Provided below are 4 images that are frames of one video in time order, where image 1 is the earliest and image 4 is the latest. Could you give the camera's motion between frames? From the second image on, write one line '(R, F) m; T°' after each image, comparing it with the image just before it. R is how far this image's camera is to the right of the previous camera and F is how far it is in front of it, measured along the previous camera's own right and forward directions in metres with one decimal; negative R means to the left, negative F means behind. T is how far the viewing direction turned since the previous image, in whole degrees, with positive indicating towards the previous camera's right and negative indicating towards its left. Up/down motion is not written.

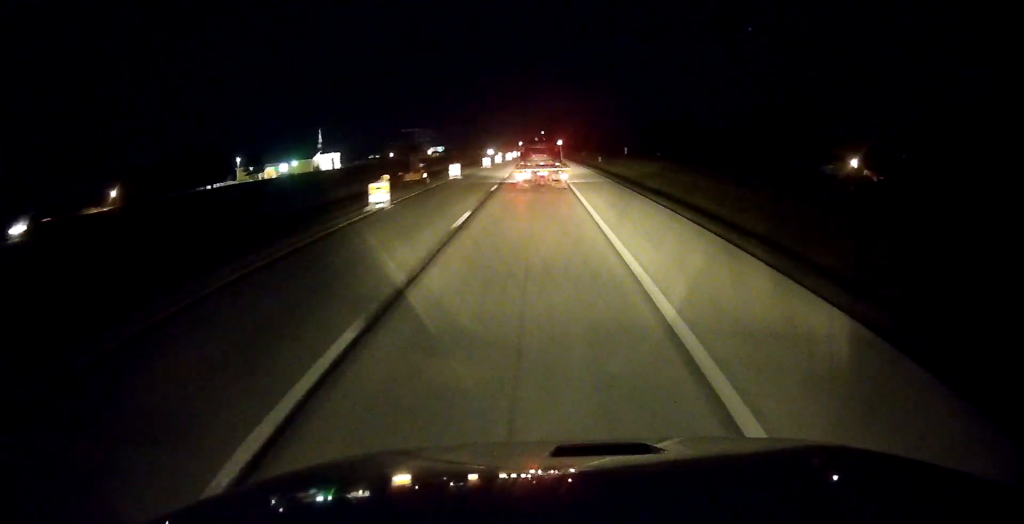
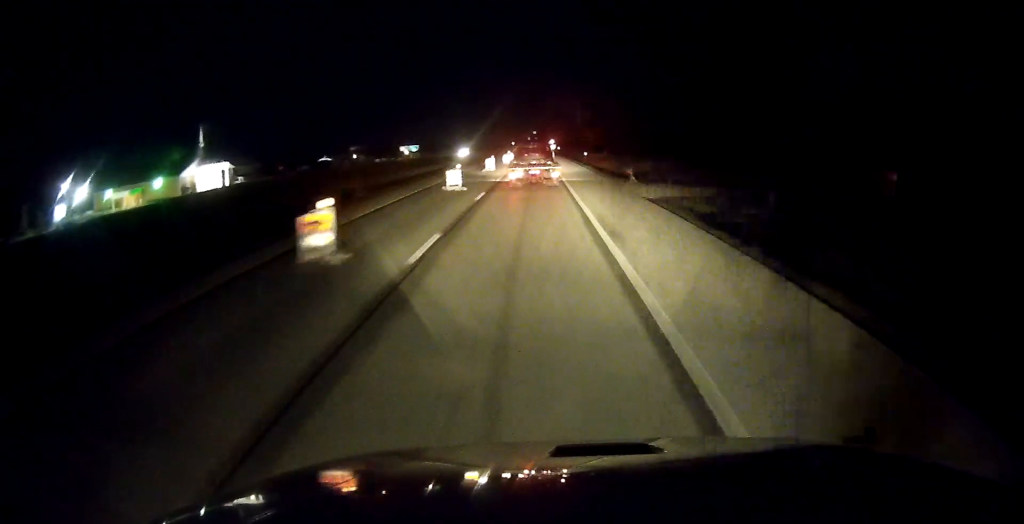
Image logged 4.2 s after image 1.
(+0.1, +100.6) m; 0°
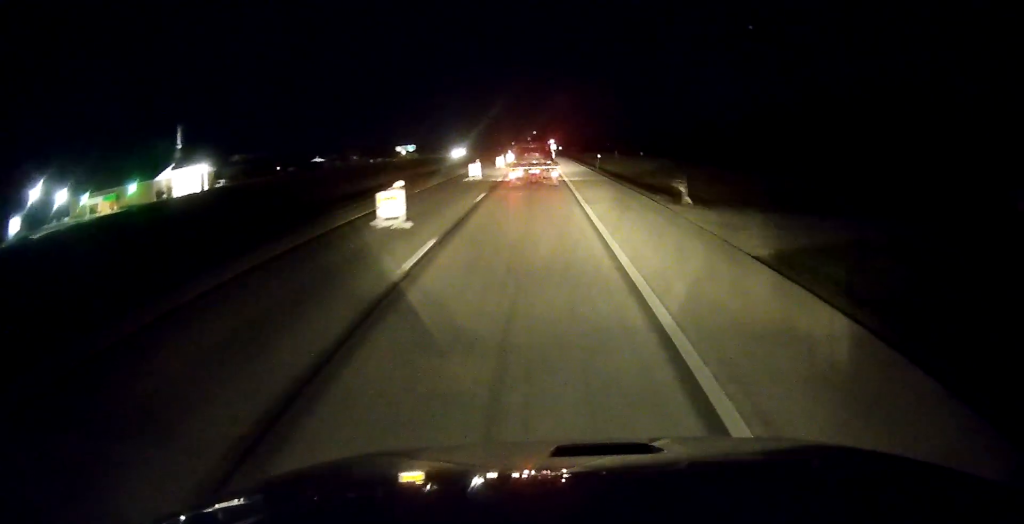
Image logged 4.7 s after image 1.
(-0.1, +12.9) m; 0°
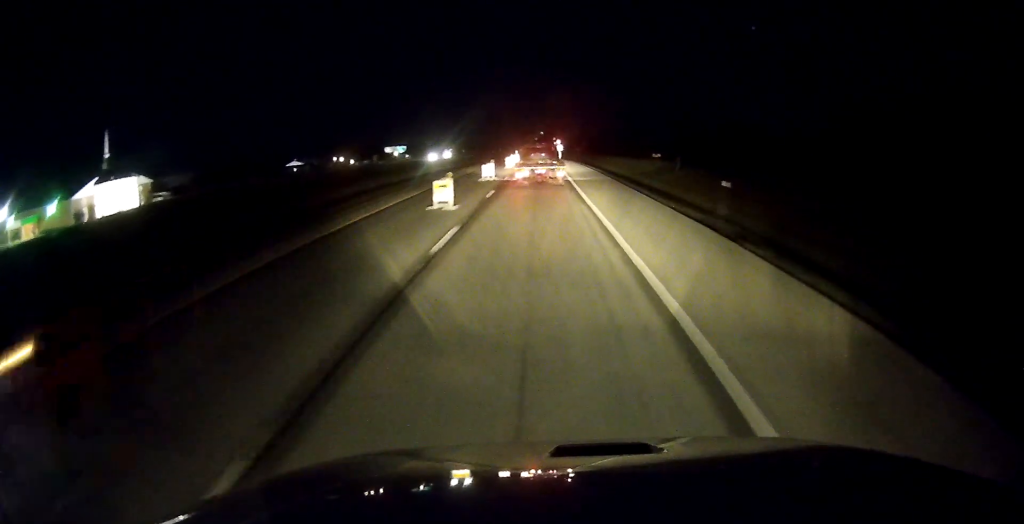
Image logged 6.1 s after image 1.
(0.0, +34.3) m; 0°
